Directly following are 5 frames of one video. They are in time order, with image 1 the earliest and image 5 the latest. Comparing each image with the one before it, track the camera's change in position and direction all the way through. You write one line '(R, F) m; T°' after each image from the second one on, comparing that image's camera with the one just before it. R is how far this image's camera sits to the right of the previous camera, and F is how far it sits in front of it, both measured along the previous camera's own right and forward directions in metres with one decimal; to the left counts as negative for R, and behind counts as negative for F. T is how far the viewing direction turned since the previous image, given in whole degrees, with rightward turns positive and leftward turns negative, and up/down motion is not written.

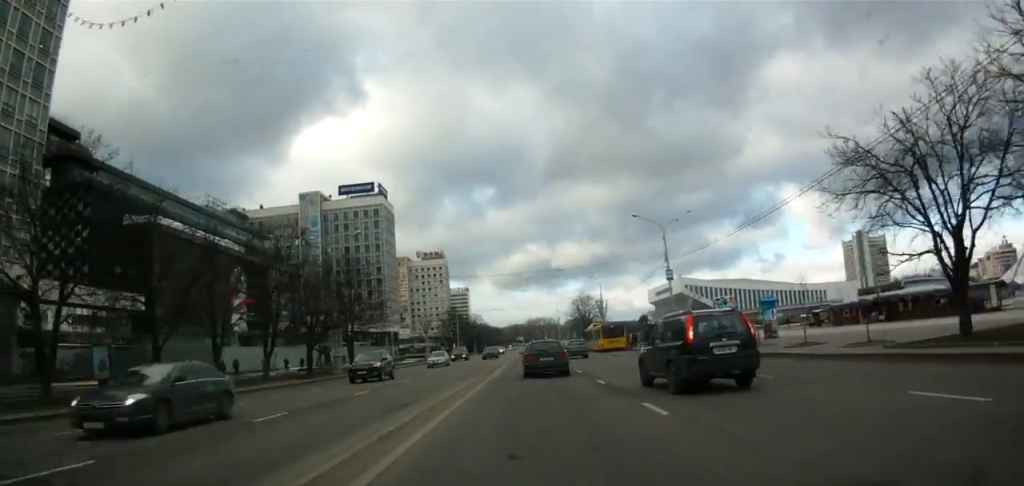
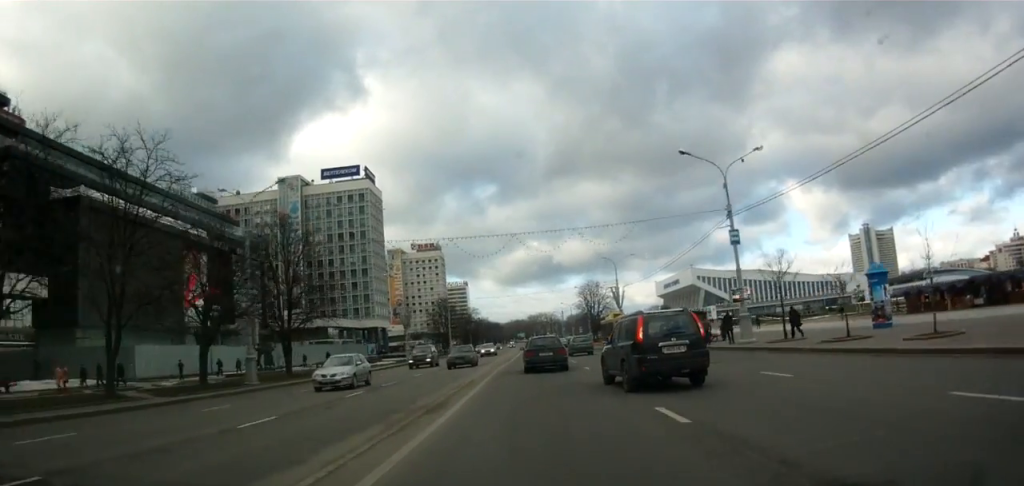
(+0.2, +17.2) m; +1°
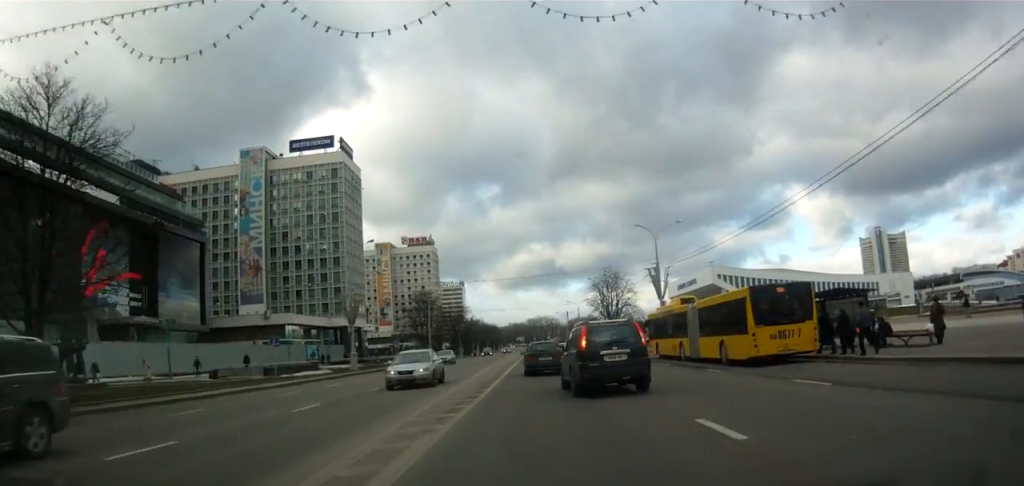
(0.0, +25.8) m; -1°
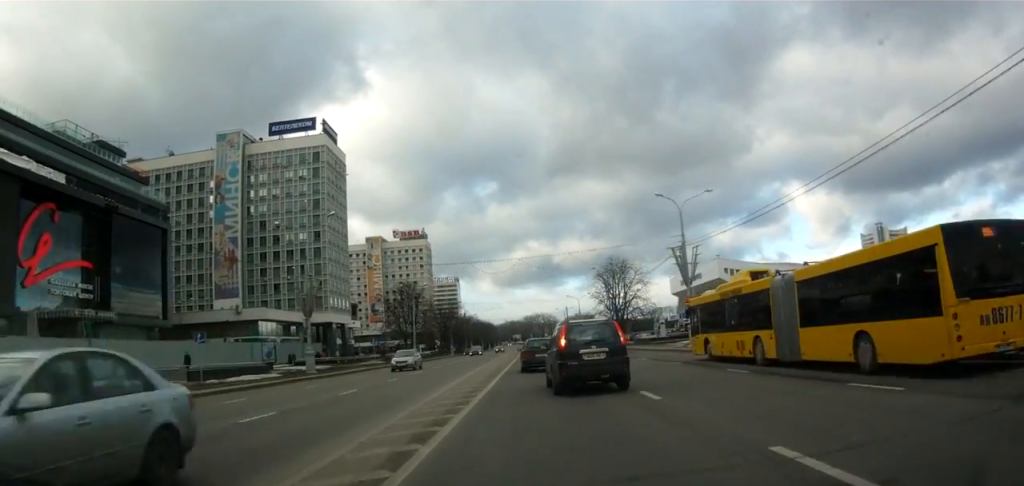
(-0.1, +10.9) m; -1°
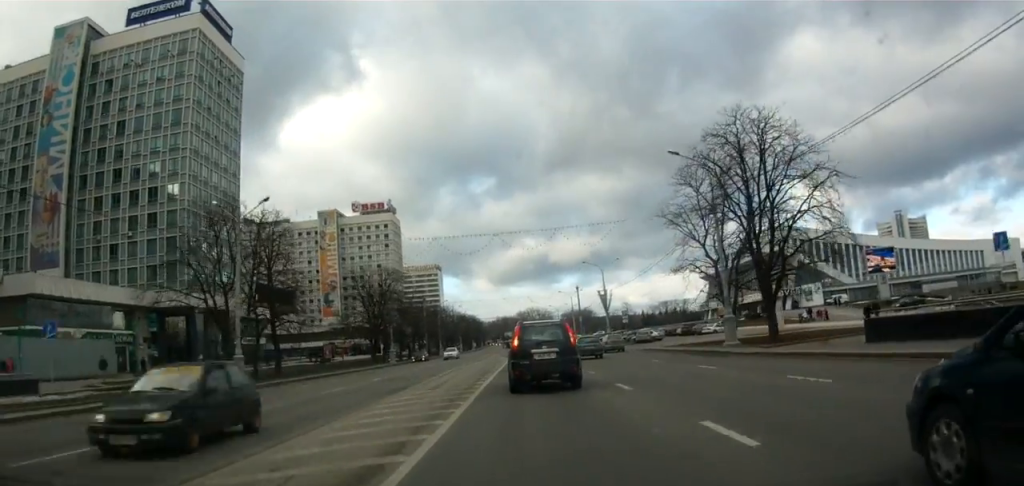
(0.0, +53.4) m; 0°
